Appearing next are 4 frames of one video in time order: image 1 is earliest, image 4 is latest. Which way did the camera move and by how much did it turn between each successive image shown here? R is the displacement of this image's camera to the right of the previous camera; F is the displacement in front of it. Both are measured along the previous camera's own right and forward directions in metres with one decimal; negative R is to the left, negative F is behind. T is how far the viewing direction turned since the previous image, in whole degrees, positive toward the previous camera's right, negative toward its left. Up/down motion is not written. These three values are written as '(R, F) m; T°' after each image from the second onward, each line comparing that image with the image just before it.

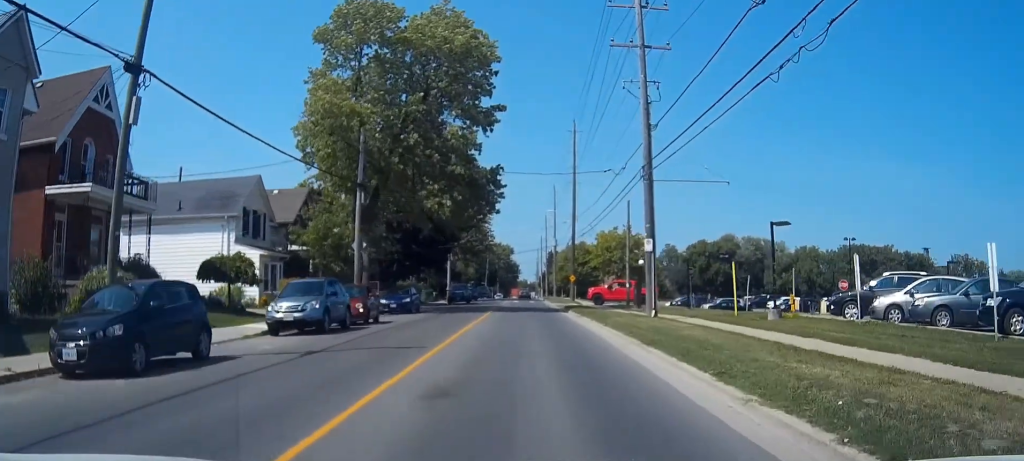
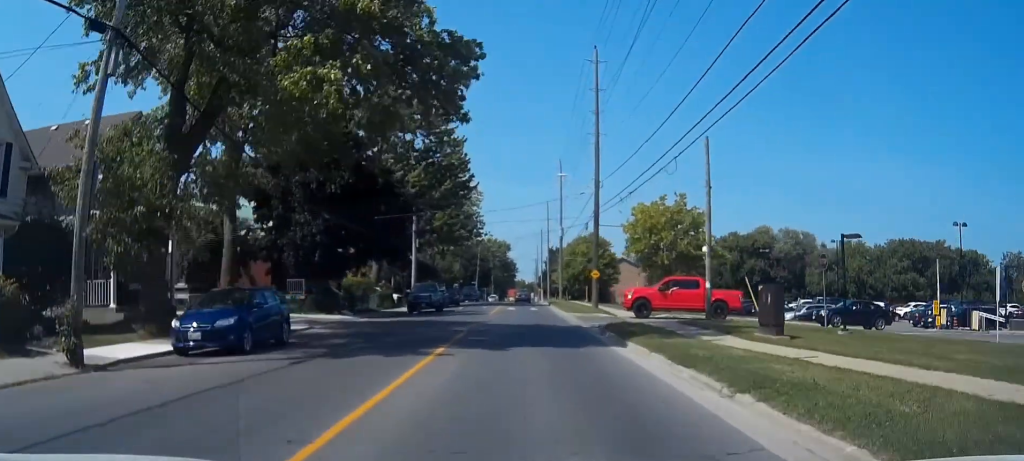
(0.0, +23.2) m; +1°
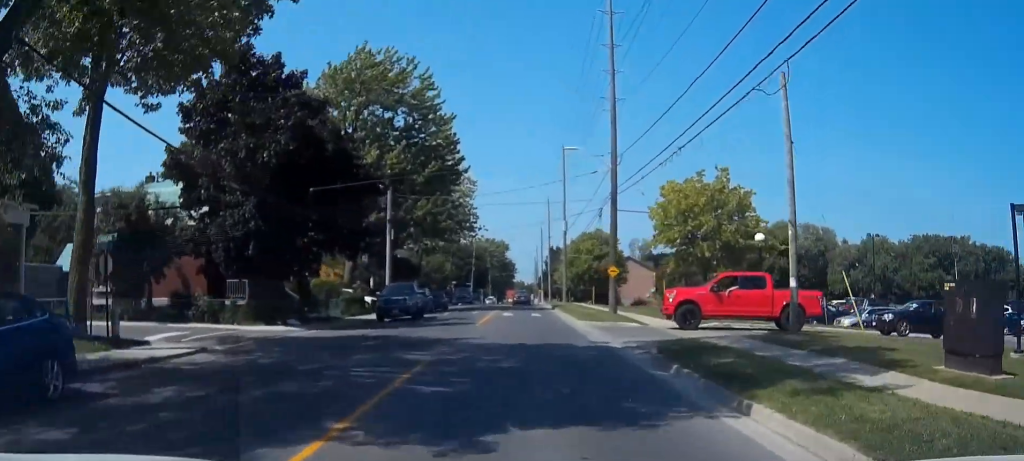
(+0.1, +9.6) m; 0°
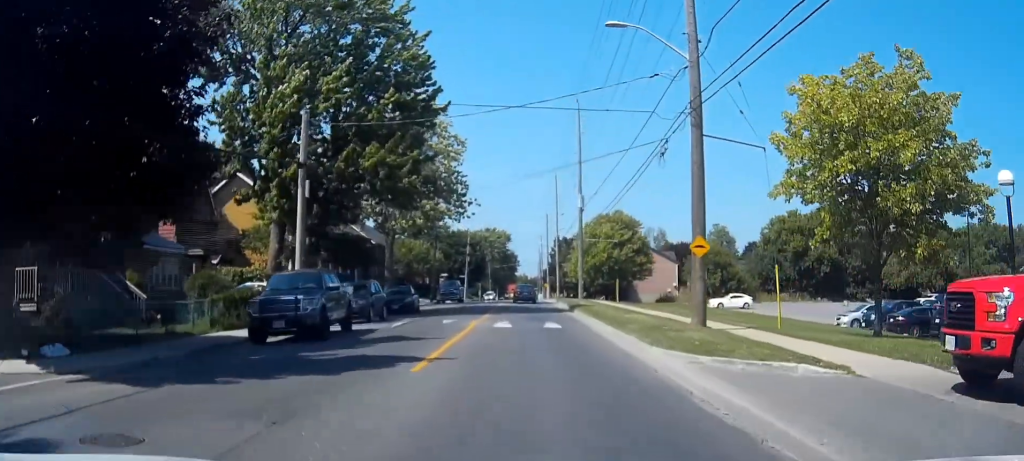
(-0.1, +17.7) m; 0°
